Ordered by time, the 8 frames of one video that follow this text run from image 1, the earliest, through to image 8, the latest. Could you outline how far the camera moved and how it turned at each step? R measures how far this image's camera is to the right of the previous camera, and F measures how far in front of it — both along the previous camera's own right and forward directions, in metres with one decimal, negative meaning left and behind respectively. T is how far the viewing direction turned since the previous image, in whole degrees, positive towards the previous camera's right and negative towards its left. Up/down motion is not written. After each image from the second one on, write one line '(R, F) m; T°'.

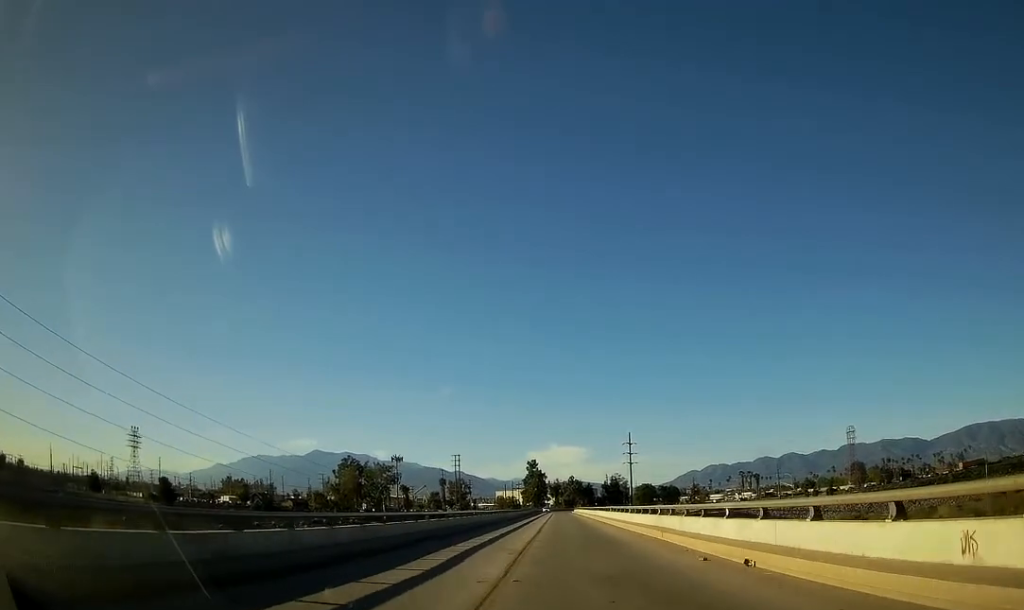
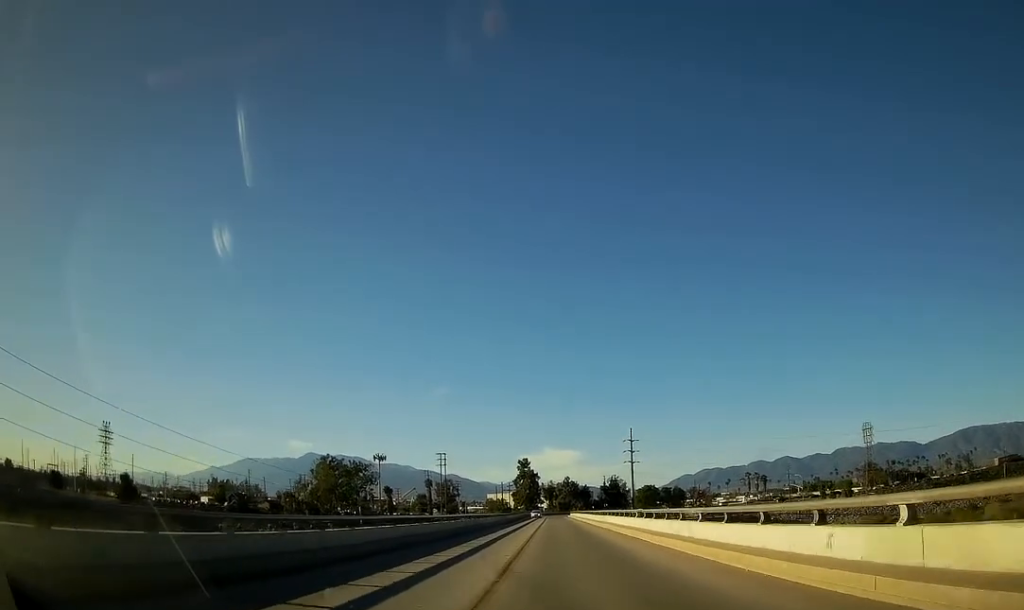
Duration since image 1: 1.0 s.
(+0.4, +22.4) m; +1°
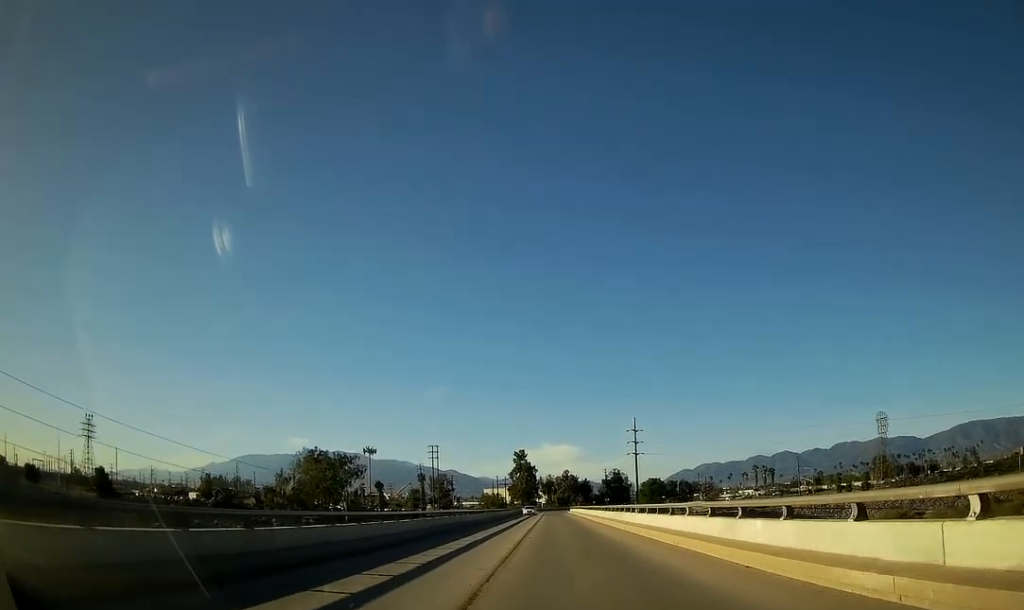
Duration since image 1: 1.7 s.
(0.0, +13.9) m; 0°
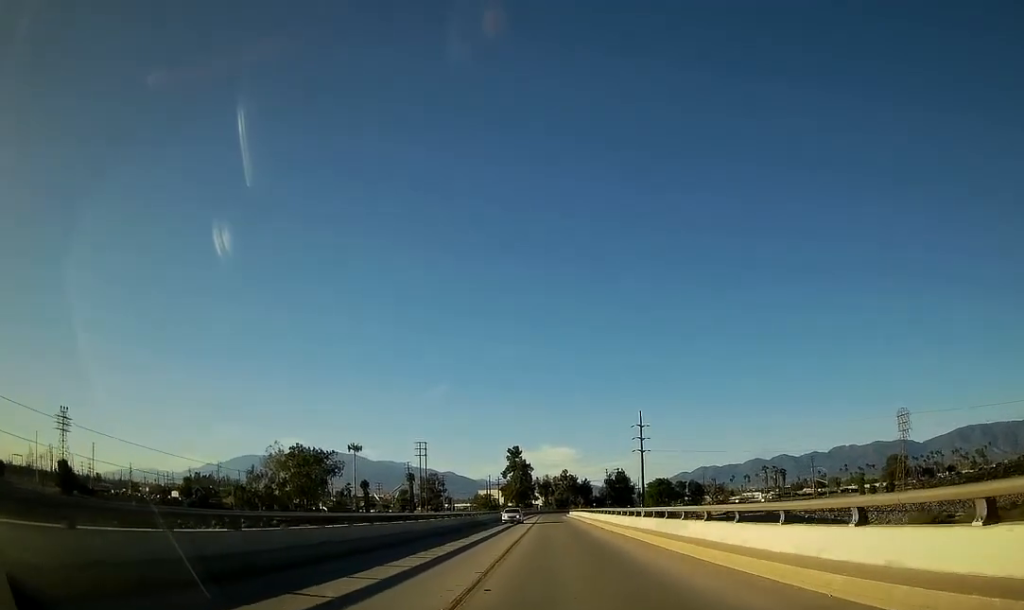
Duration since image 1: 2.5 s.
(-0.3, +19.2) m; 0°
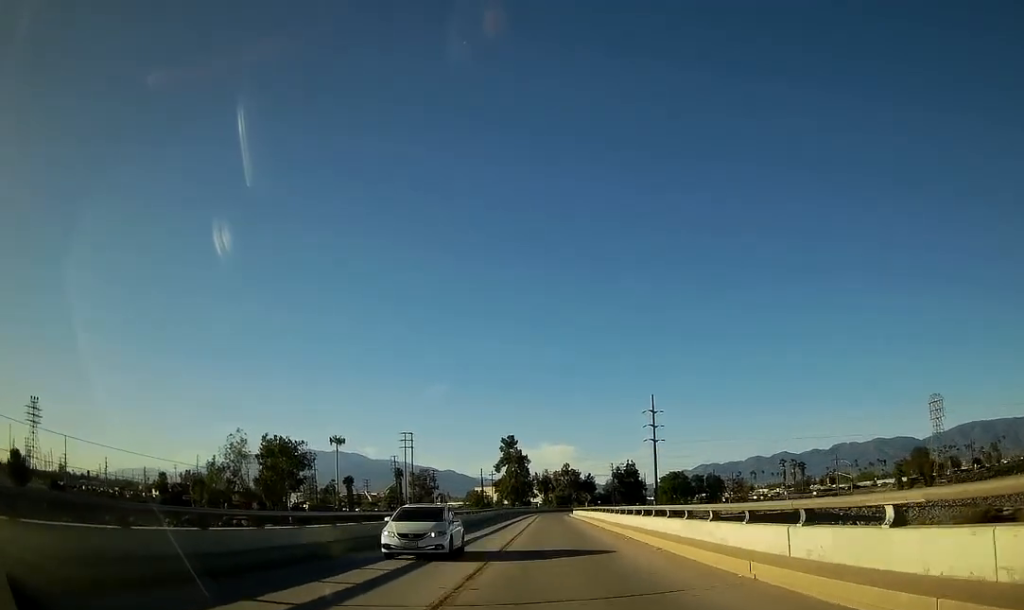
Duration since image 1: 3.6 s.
(+0.3, +22.8) m; +2°
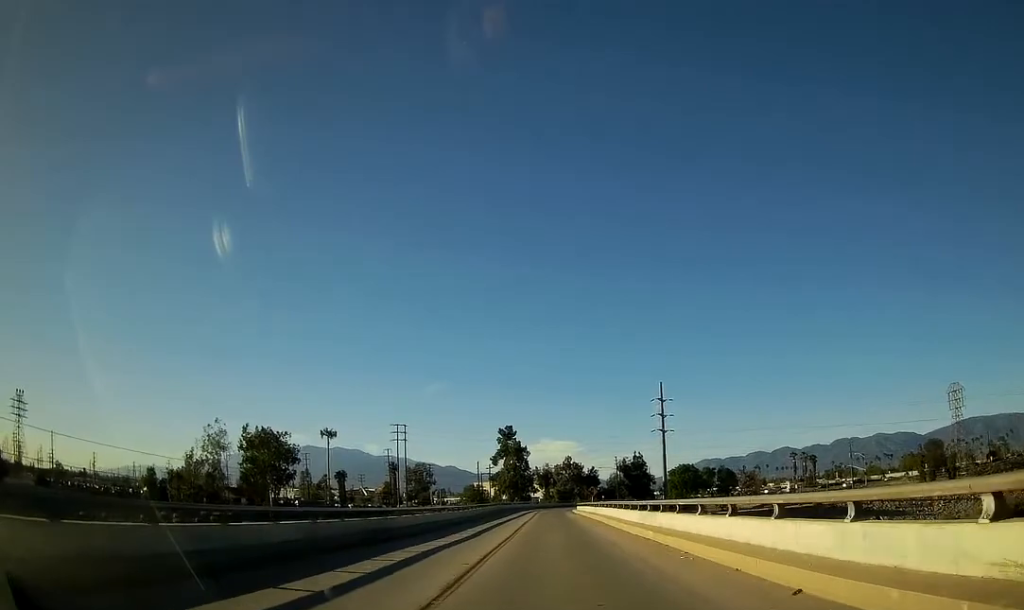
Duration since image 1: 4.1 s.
(+0.2, +10.9) m; +1°
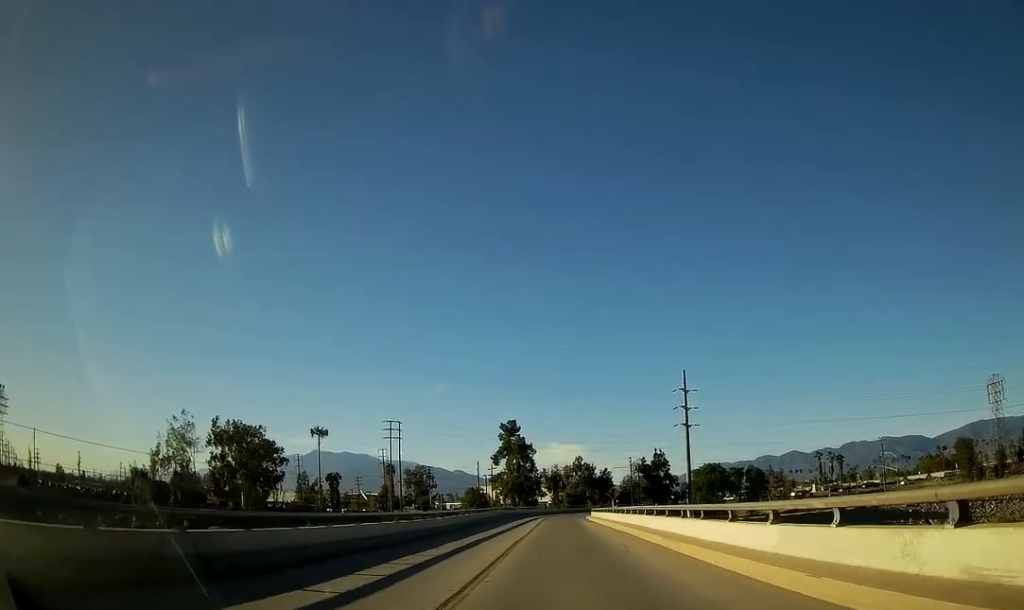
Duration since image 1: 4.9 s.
(+0.1, +17.9) m; +4°
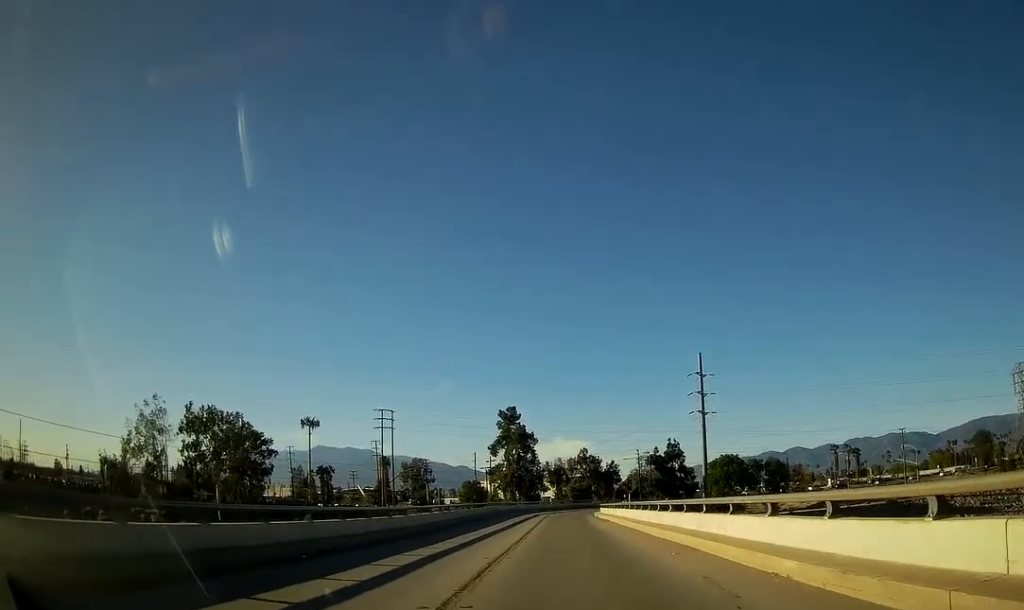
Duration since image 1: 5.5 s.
(0.0, +11.9) m; +1°
